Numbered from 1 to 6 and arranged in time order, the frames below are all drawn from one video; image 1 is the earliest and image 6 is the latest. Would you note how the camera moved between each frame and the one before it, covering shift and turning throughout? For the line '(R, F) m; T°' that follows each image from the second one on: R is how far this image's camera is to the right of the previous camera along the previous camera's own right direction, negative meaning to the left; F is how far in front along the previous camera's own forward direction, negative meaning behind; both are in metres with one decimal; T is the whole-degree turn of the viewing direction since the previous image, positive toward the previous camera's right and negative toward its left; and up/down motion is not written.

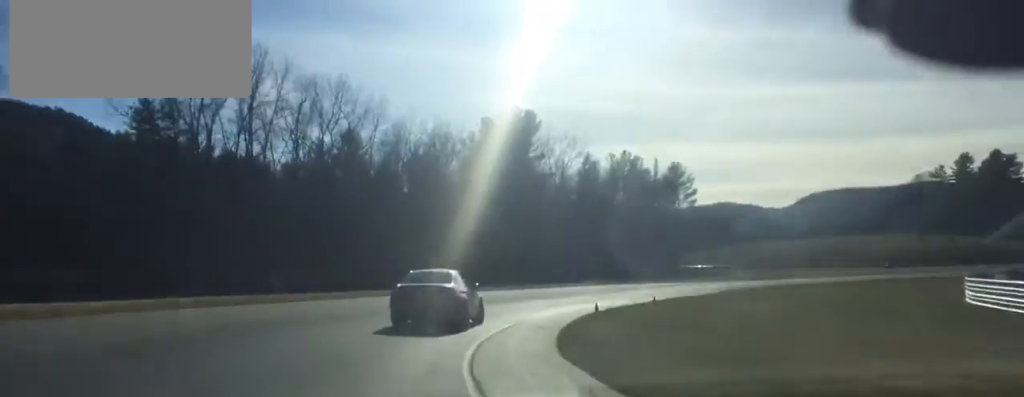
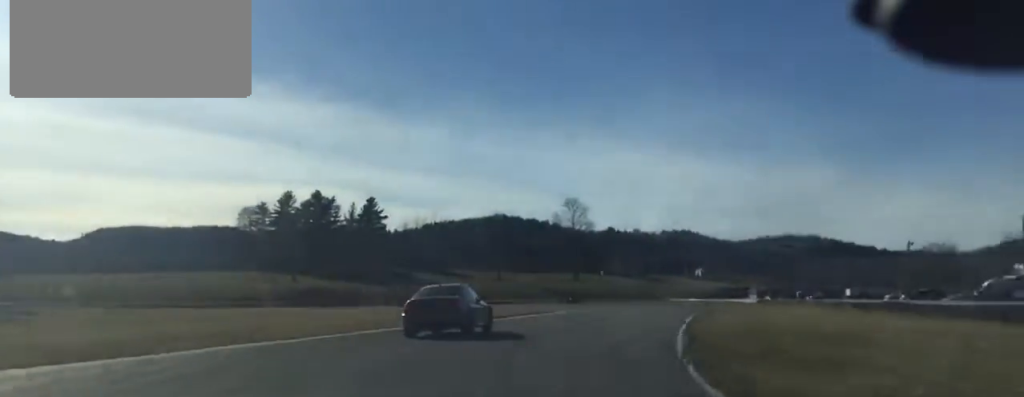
(+17.1, +50.1) m; +45°
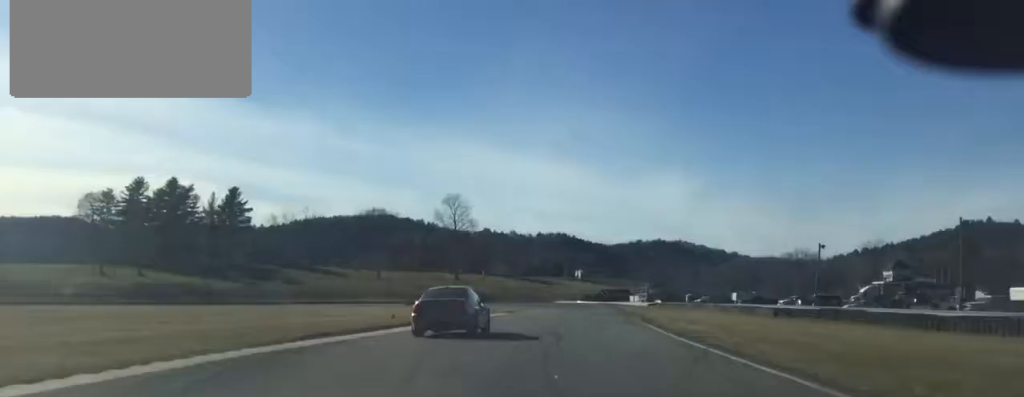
(+3.0, +12.1) m; +8°
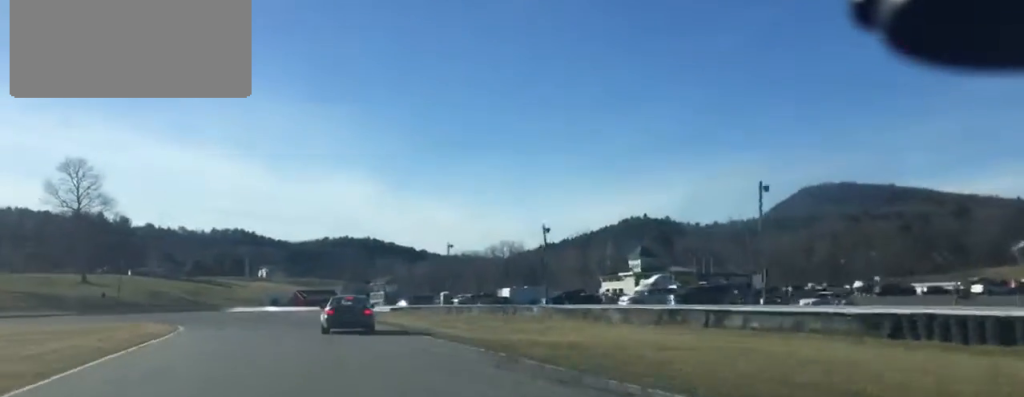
(+13.2, +60.0) m; +17°
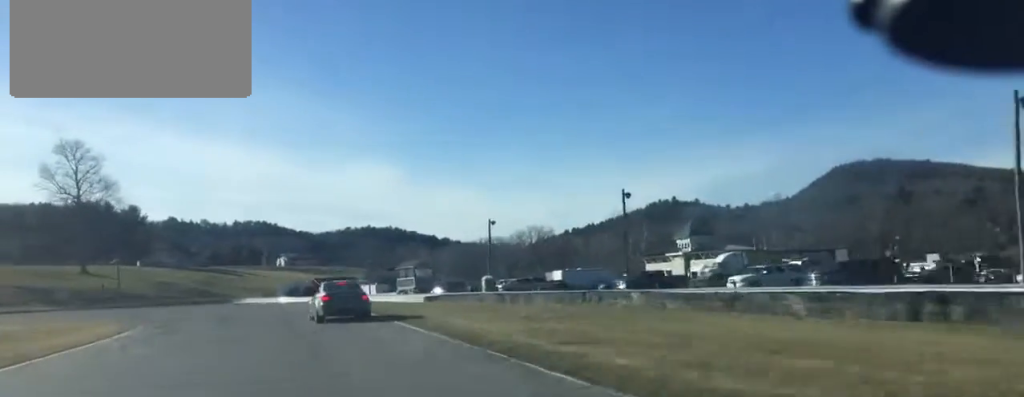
(+0.1, +17.3) m; -1°
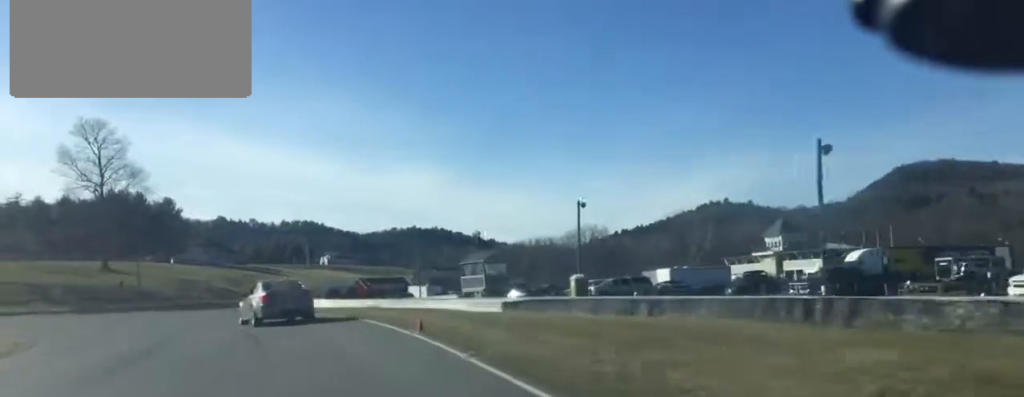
(-0.2, +20.4) m; -4°
